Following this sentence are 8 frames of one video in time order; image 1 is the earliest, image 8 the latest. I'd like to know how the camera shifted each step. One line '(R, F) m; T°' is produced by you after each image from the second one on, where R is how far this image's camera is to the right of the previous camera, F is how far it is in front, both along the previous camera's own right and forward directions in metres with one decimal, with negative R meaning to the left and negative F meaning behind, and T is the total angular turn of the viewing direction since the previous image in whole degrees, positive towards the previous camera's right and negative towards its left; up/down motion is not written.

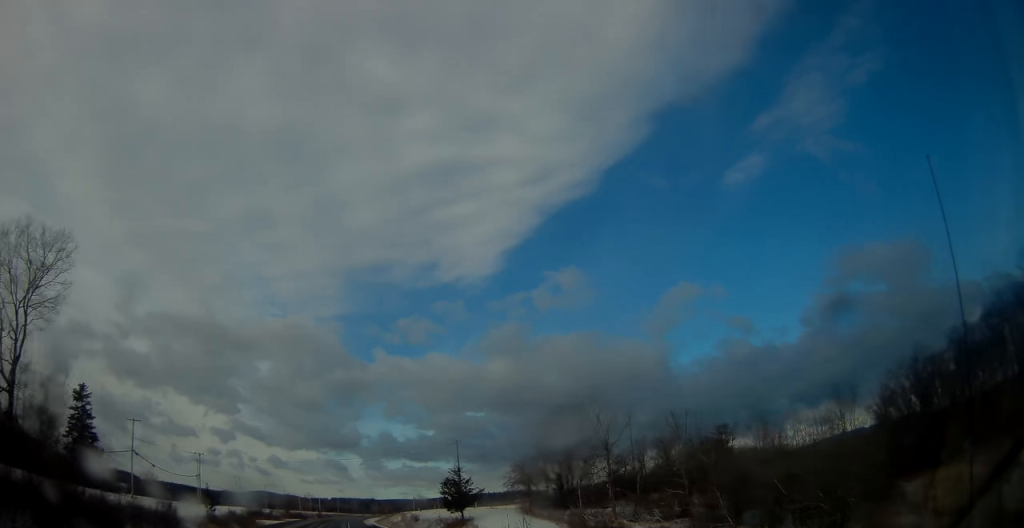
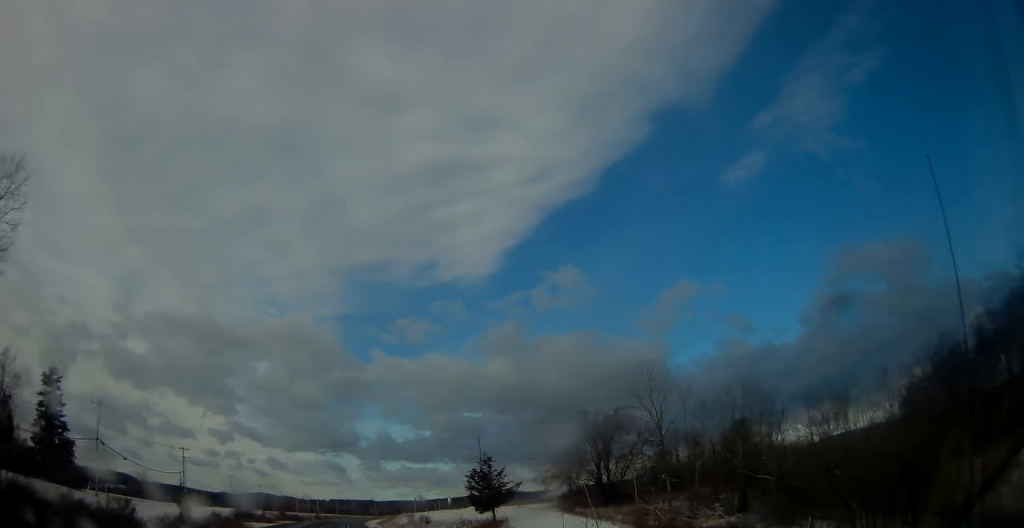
(0.0, +11.4) m; 0°
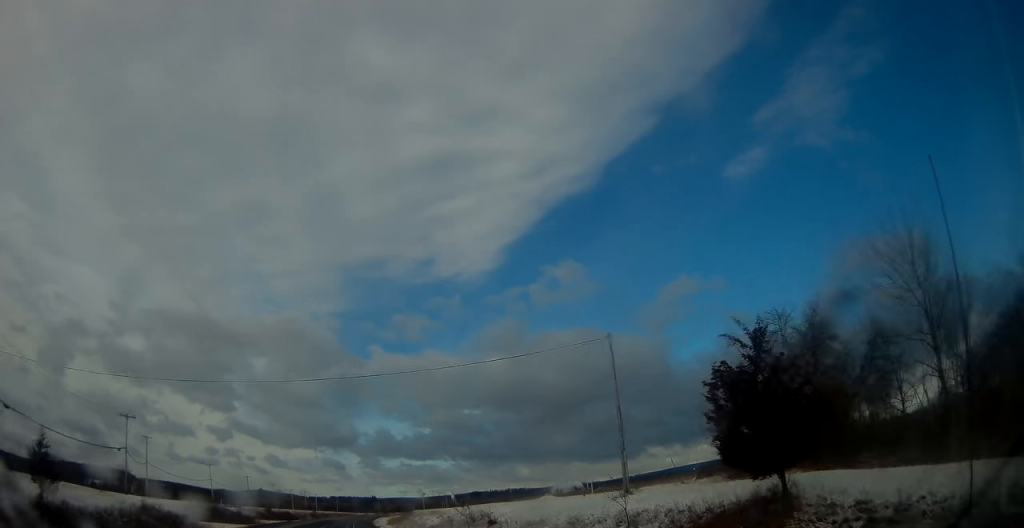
(-0.1, +29.7) m; 0°
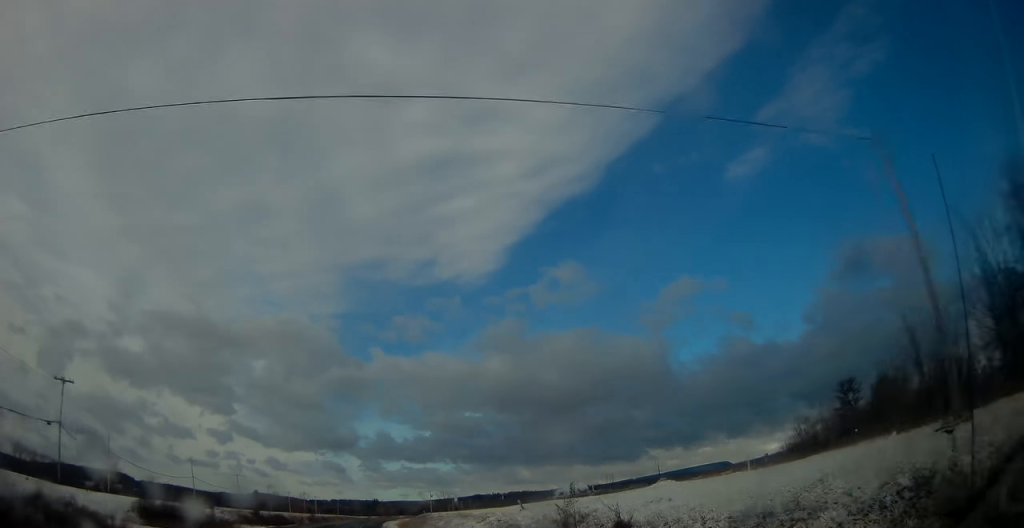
(-0.2, +20.0) m; 0°
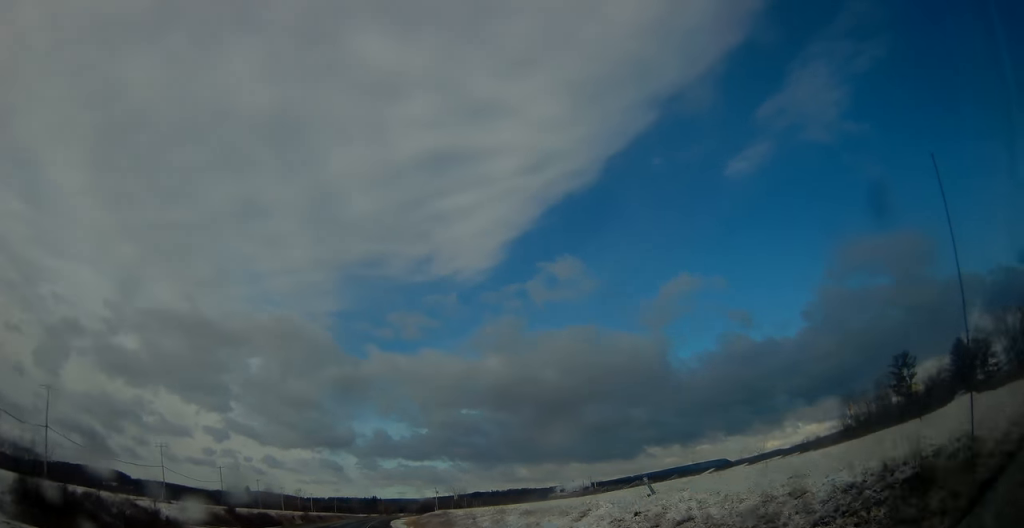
(+0.1, +21.6) m; +1°
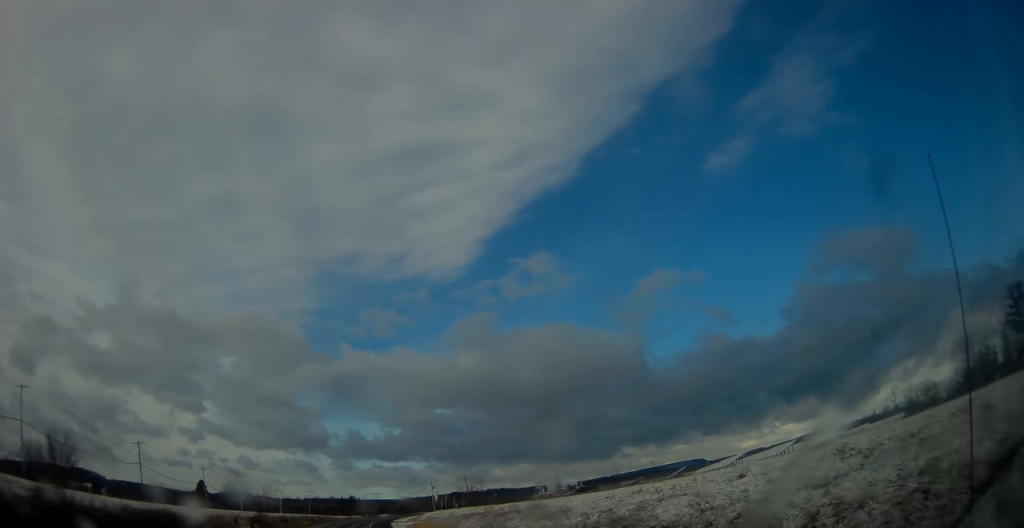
(+0.7, +47.5) m; +2°
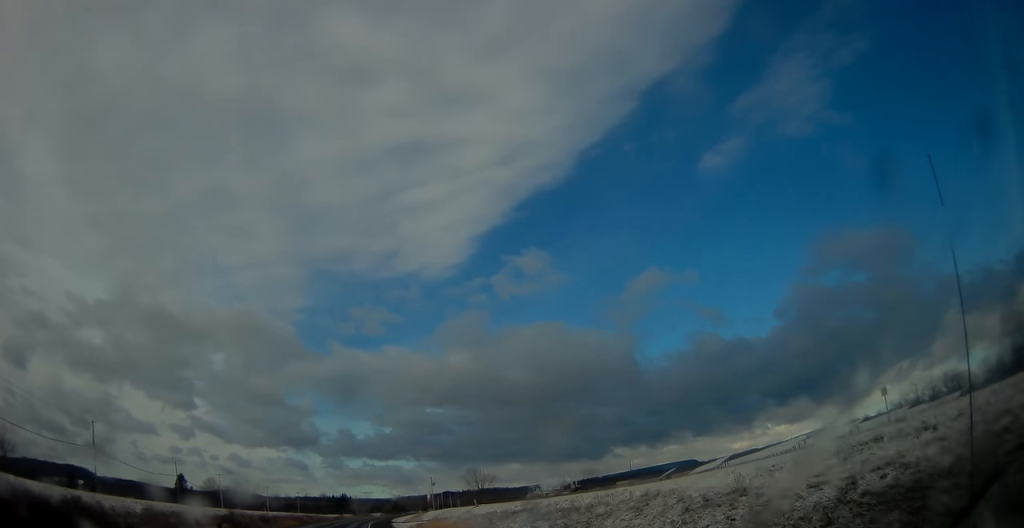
(+0.1, +17.1) m; +1°
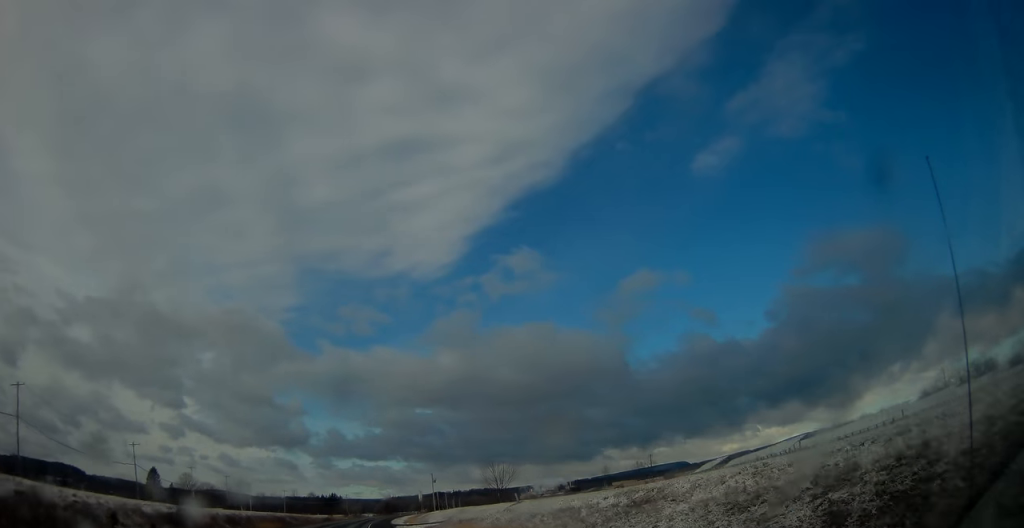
(+0.2, +20.5) m; +2°
